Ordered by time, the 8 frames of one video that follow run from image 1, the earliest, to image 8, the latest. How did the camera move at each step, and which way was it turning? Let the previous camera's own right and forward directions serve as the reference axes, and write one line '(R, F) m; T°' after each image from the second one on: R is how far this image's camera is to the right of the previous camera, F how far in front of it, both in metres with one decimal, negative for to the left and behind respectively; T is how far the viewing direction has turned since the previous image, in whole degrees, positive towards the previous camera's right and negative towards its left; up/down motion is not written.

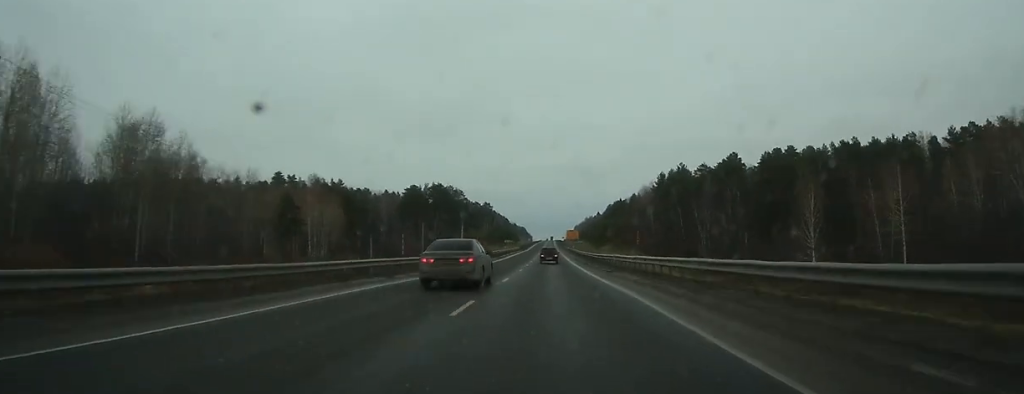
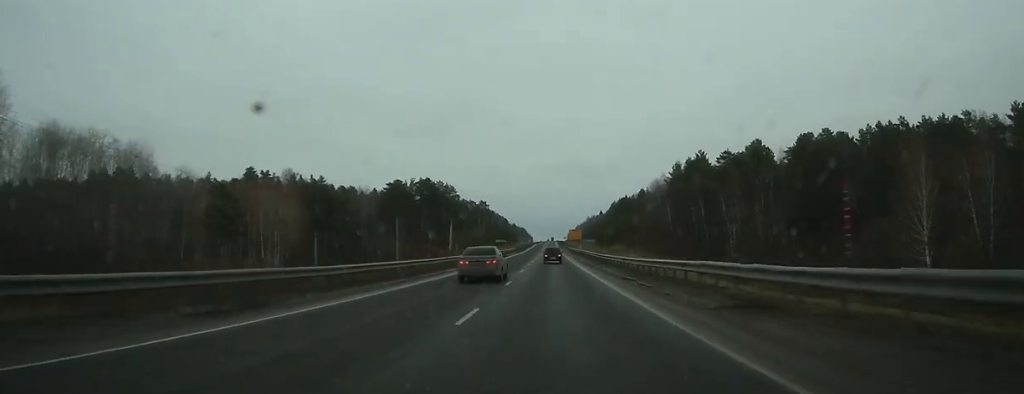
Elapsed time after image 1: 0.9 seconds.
(0.0, +20.9) m; 0°
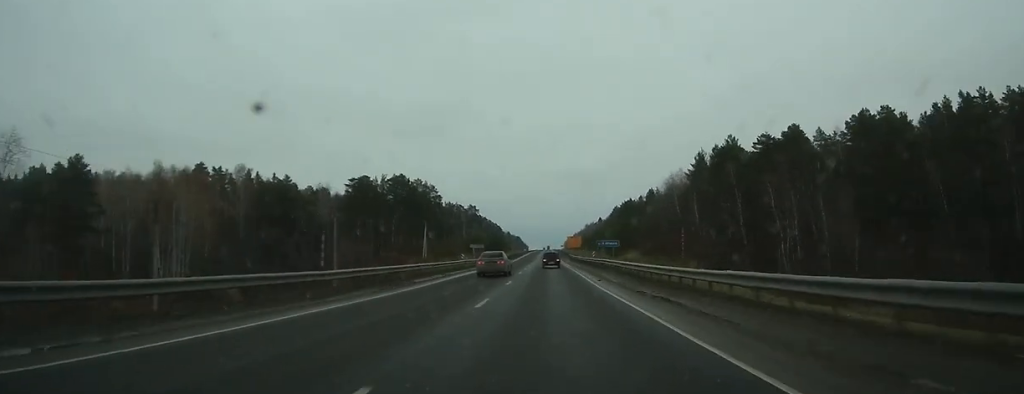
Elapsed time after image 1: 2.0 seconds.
(-0.1, +28.3) m; 0°
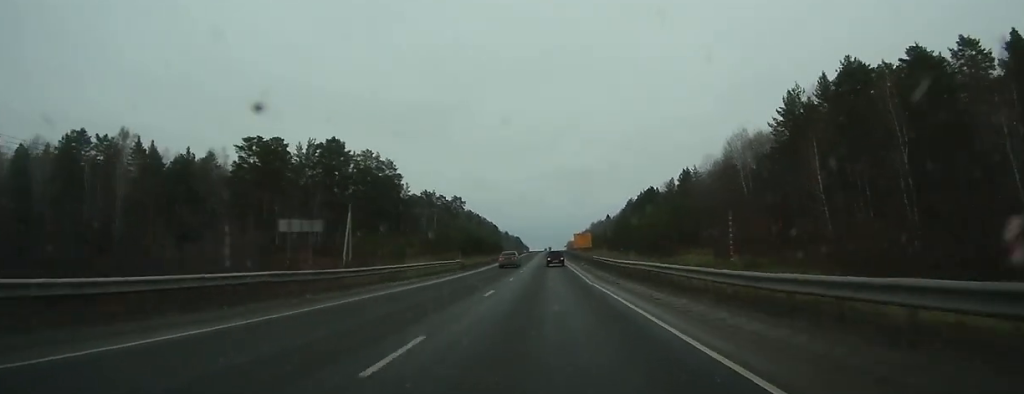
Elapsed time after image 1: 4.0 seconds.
(+0.1, +52.1) m; 0°
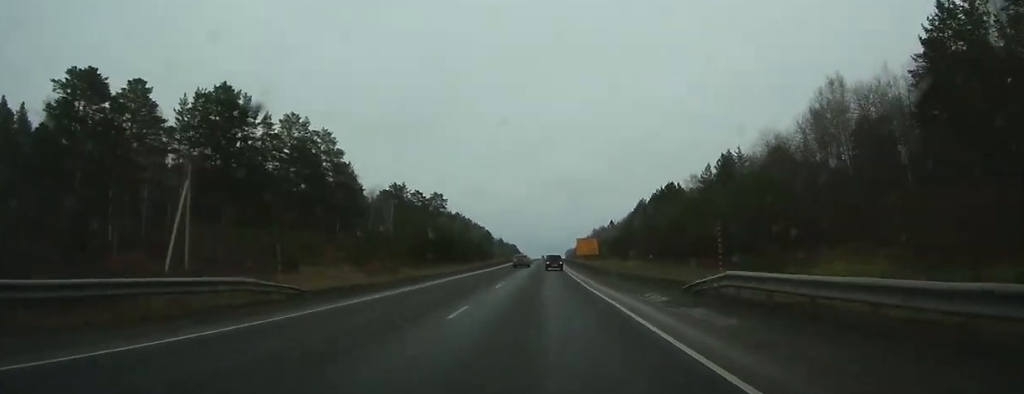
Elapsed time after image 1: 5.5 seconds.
(+0.1, +41.8) m; 0°
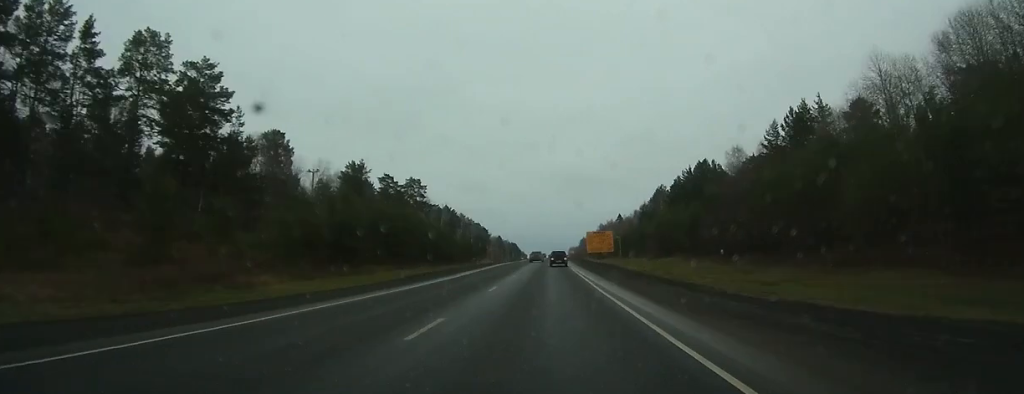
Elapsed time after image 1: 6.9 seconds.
(0.0, +41.9) m; 0°
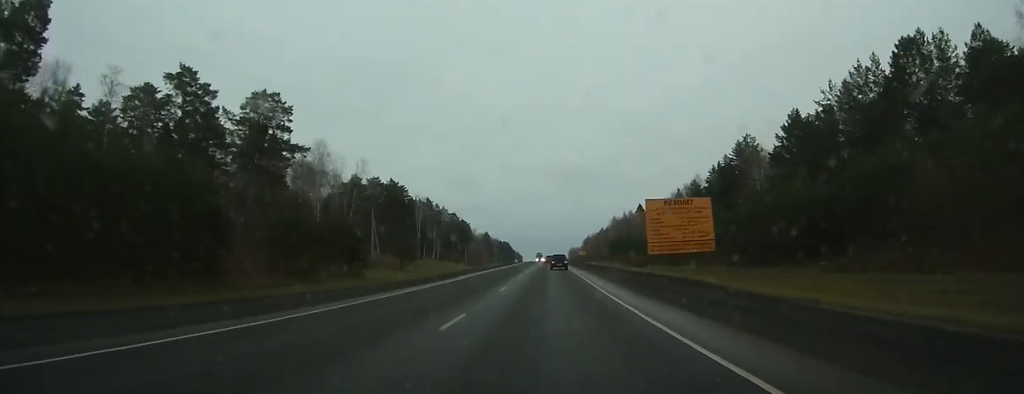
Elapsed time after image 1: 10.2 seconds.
(-0.5, +99.3) m; 0°
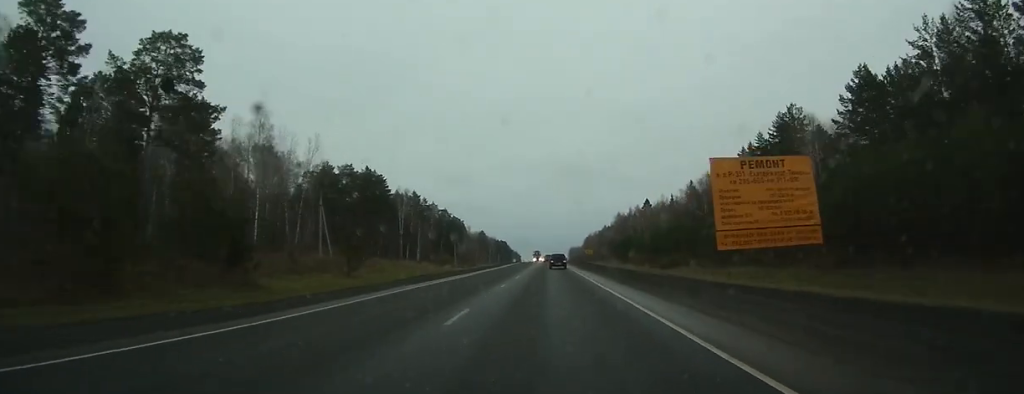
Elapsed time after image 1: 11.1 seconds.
(0.0, +24.8) m; 0°
